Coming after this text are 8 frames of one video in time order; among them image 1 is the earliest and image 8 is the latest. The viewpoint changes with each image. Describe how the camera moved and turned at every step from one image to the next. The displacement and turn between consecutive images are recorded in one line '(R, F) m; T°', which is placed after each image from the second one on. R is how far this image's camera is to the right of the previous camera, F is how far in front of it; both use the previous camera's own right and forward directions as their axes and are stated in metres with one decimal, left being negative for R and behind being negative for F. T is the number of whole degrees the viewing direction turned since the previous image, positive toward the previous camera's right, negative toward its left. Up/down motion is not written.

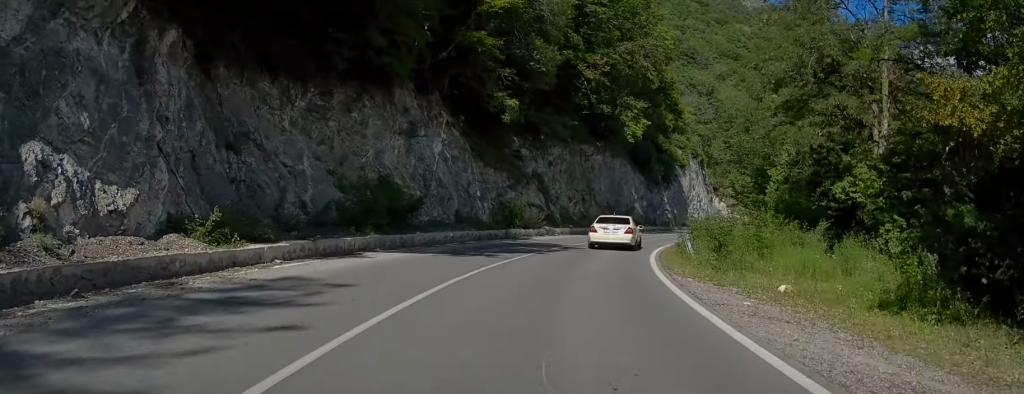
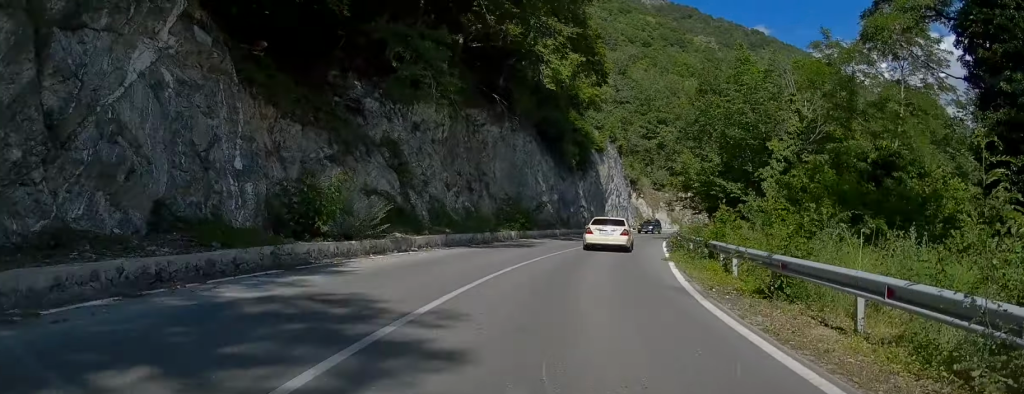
(+2.0, +20.8) m; +11°
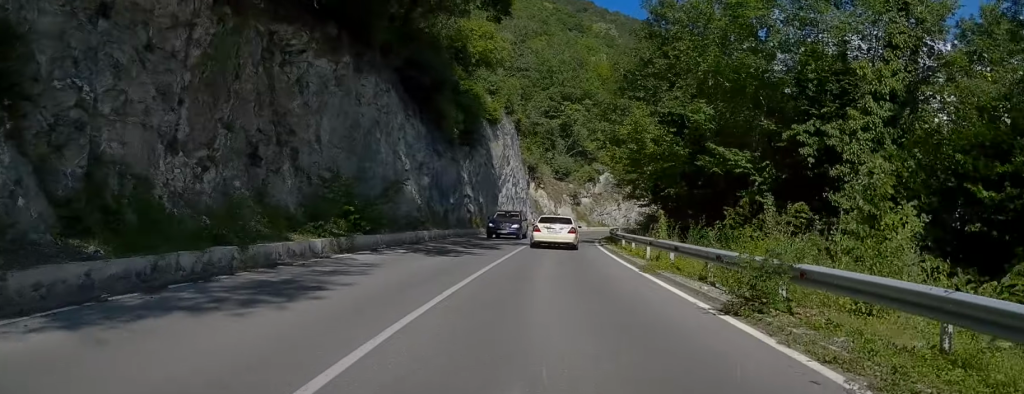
(+1.3, +18.5) m; +7°
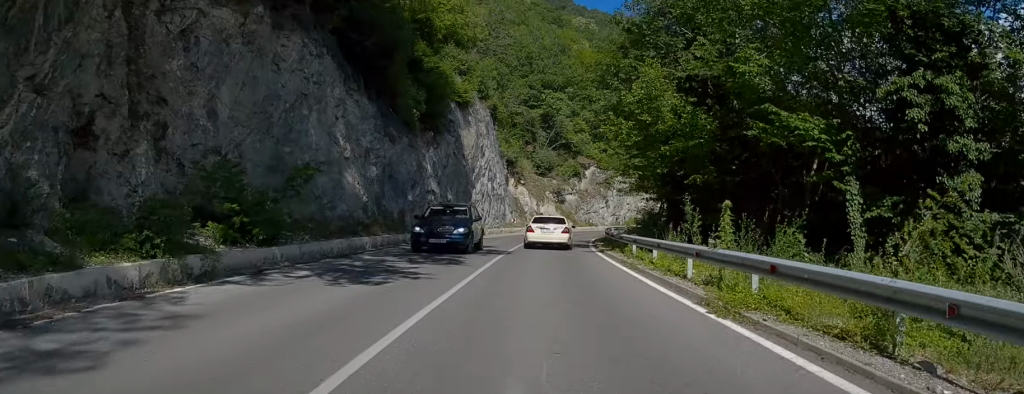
(+0.4, +7.7) m; +2°
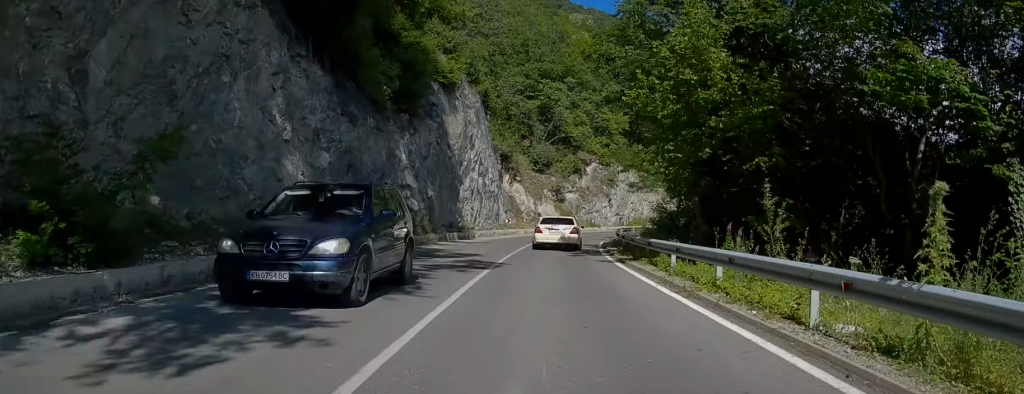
(+0.1, +6.2) m; +1°
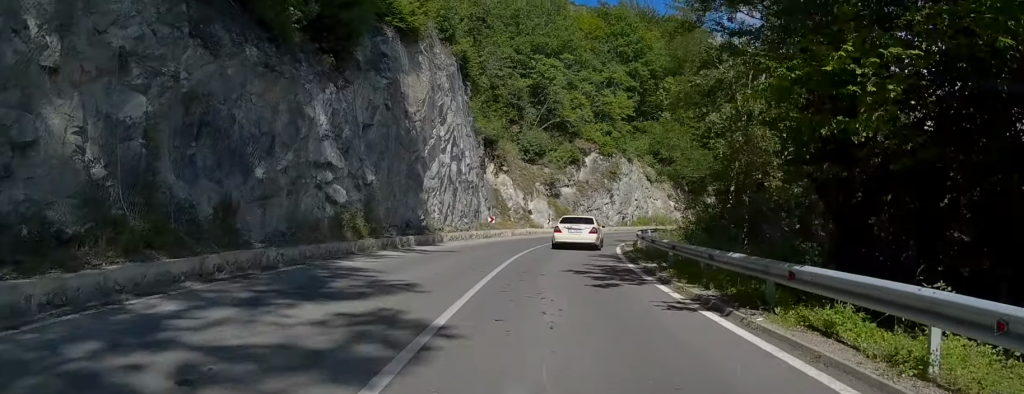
(0.0, +10.6) m; 0°
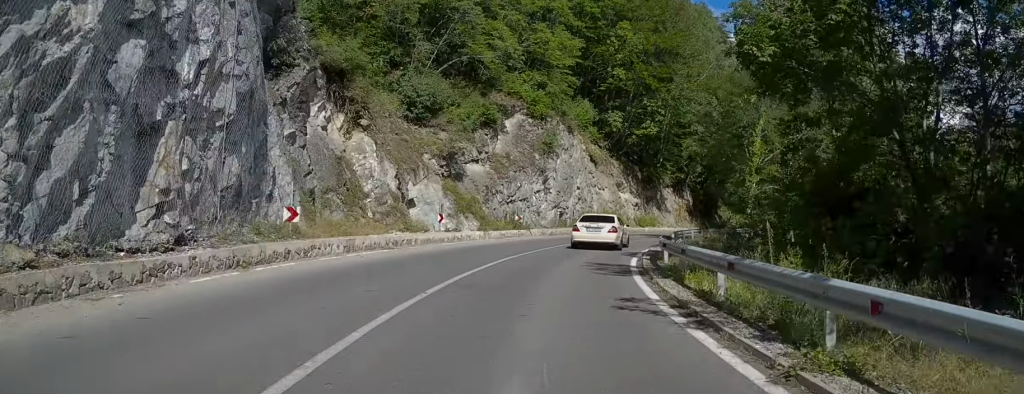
(+1.1, +23.4) m; +8°
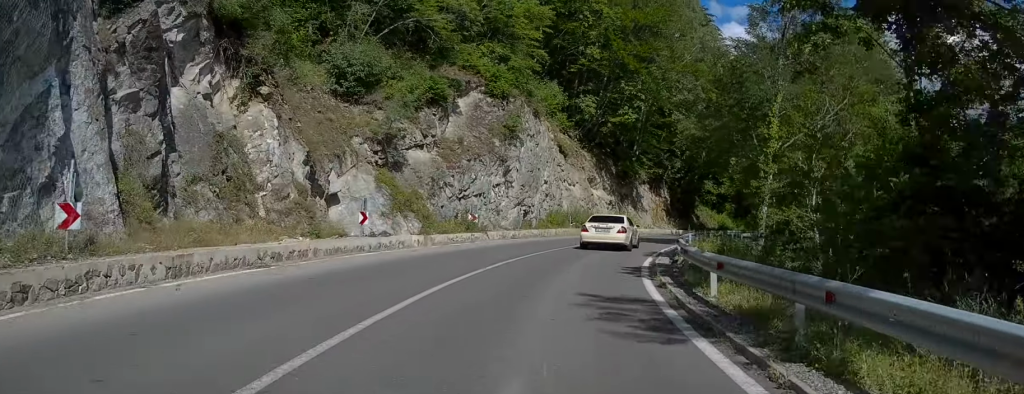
(+0.1, +7.5) m; +4°
